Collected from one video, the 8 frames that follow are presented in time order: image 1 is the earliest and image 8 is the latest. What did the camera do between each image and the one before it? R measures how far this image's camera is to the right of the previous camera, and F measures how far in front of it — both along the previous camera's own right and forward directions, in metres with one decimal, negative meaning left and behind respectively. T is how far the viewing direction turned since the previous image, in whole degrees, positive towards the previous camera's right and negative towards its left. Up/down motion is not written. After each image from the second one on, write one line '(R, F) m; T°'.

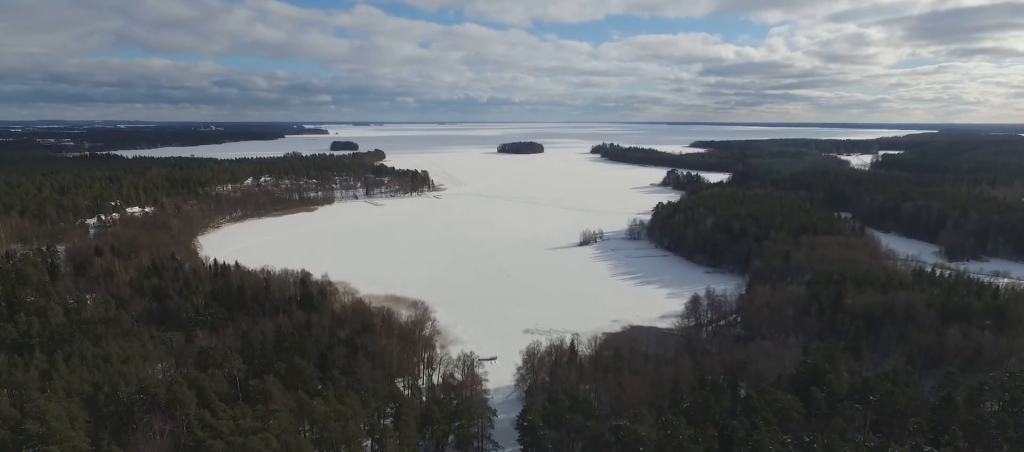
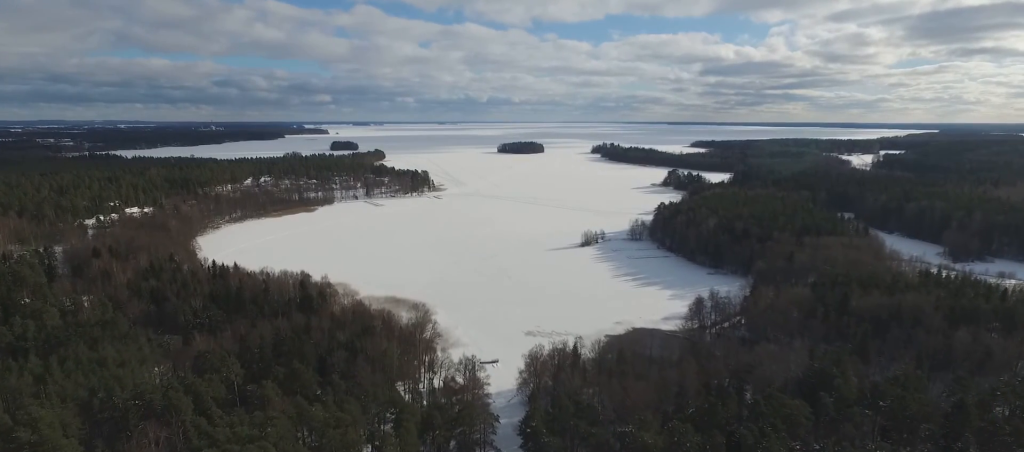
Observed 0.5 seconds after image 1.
(0.0, +3.2) m; +1°
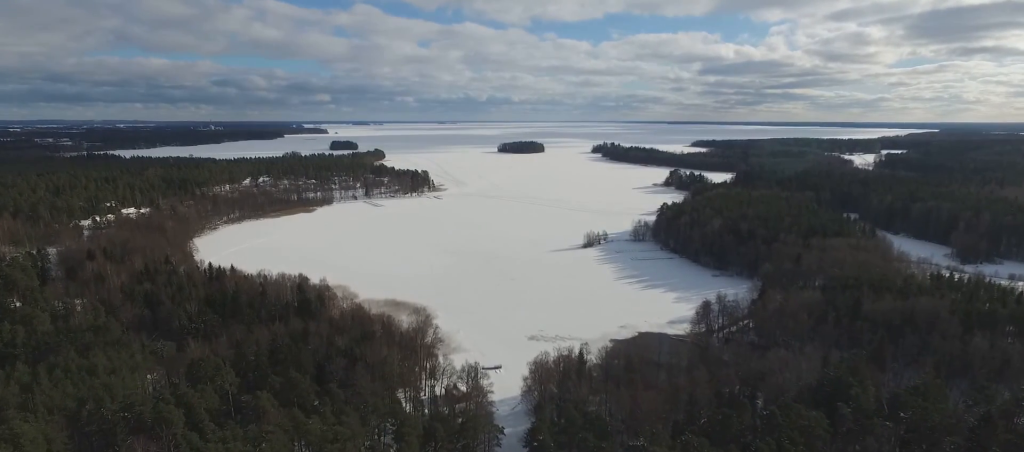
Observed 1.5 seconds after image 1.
(+0.1, +6.6) m; +2°
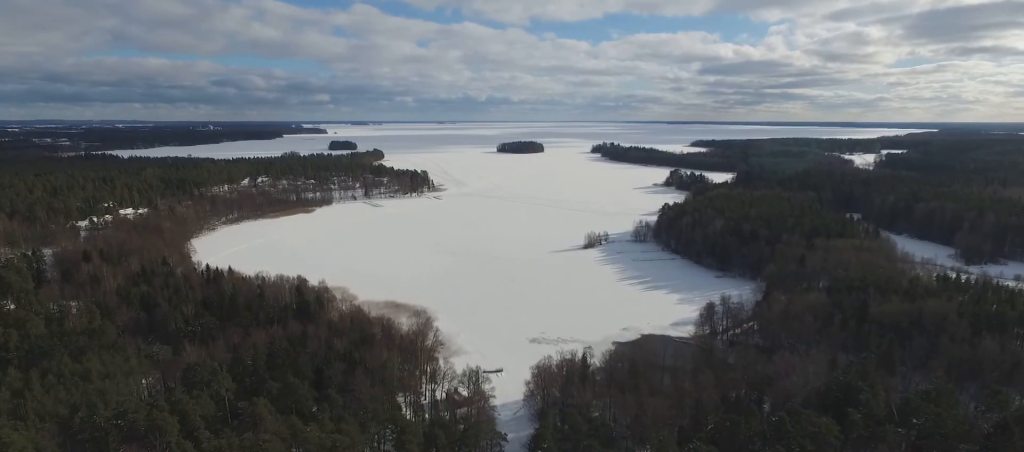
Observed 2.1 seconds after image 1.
(0.0, +4.0) m; +1°
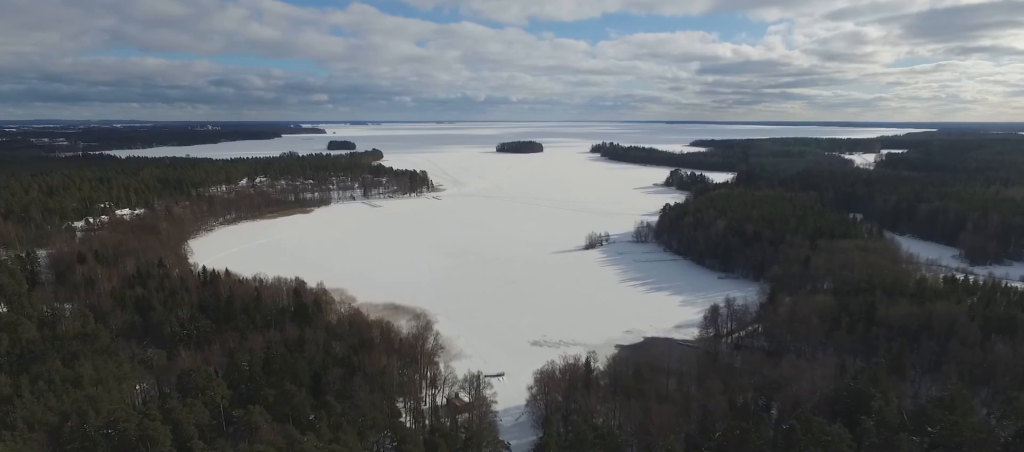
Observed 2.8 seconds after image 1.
(+0.1, +4.8) m; +1°
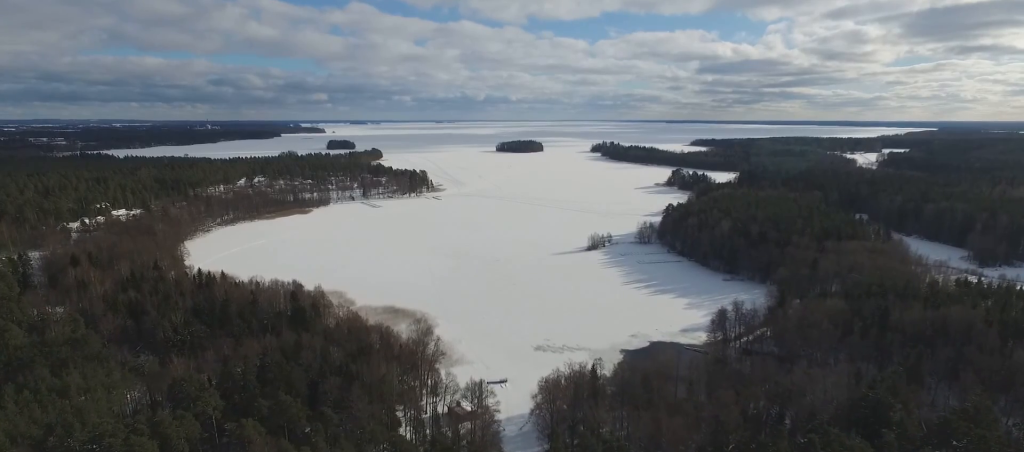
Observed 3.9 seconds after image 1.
(0.0, +7.3) m; 0°
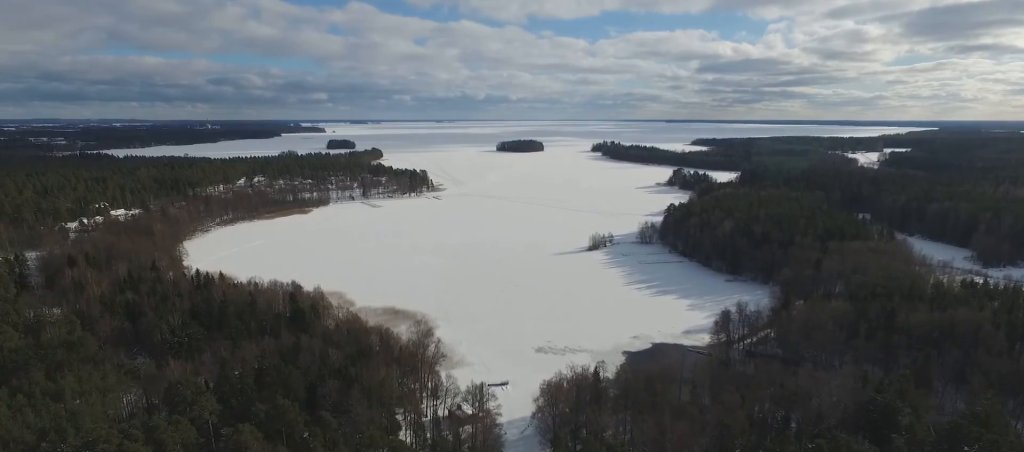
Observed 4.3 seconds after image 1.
(0.0, +3.0) m; 0°
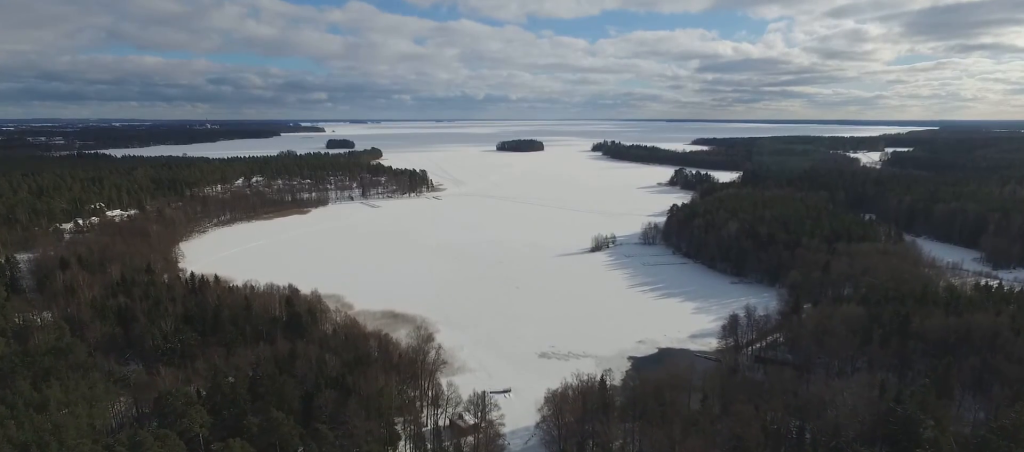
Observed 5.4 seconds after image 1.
(0.0, +7.4) m; +1°
